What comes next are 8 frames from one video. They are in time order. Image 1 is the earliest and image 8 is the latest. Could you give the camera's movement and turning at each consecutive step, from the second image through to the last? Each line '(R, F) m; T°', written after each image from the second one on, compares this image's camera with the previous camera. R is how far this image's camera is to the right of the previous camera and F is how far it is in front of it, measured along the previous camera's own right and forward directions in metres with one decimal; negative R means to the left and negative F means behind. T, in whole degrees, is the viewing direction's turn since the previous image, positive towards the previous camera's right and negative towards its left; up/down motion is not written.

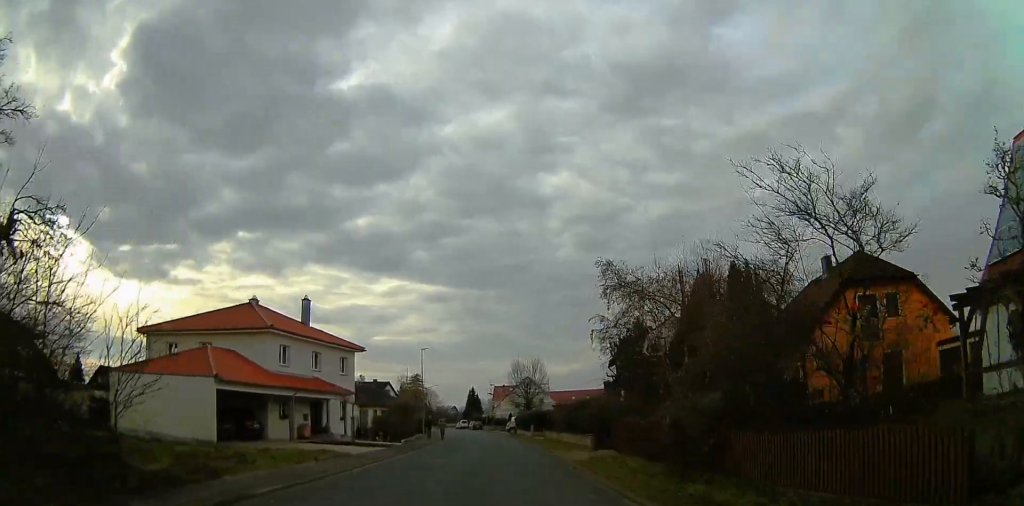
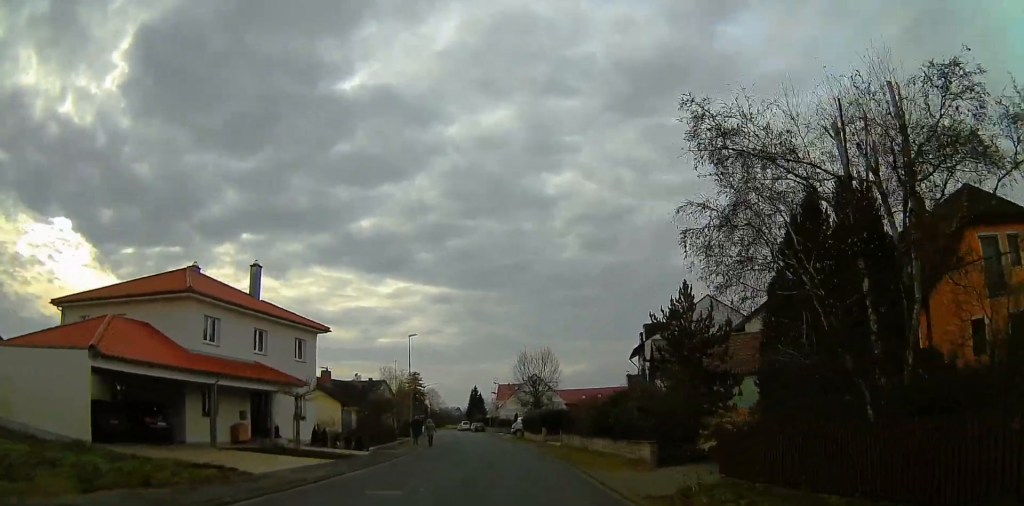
(0.0, +10.6) m; -1°
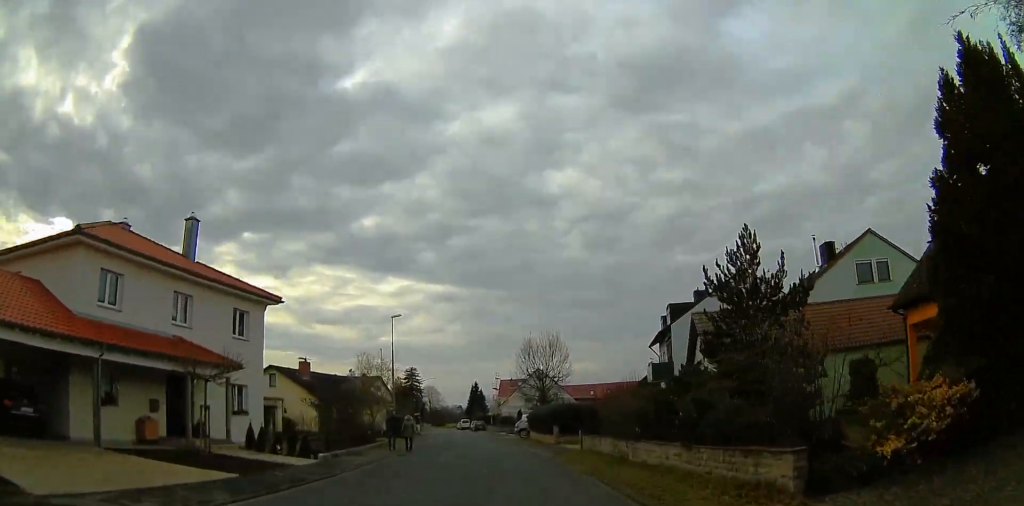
(-0.1, +8.1) m; -2°
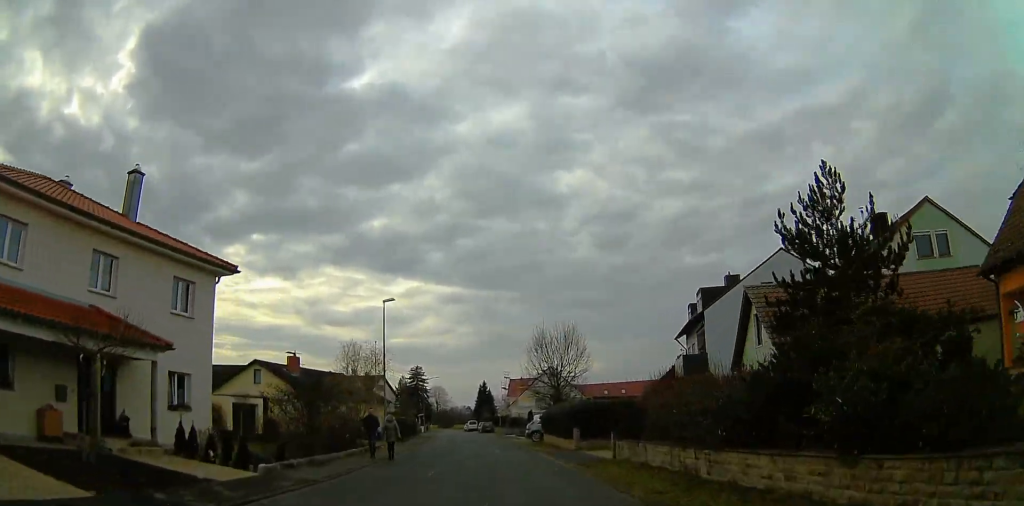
(+0.1, +5.8) m; -2°
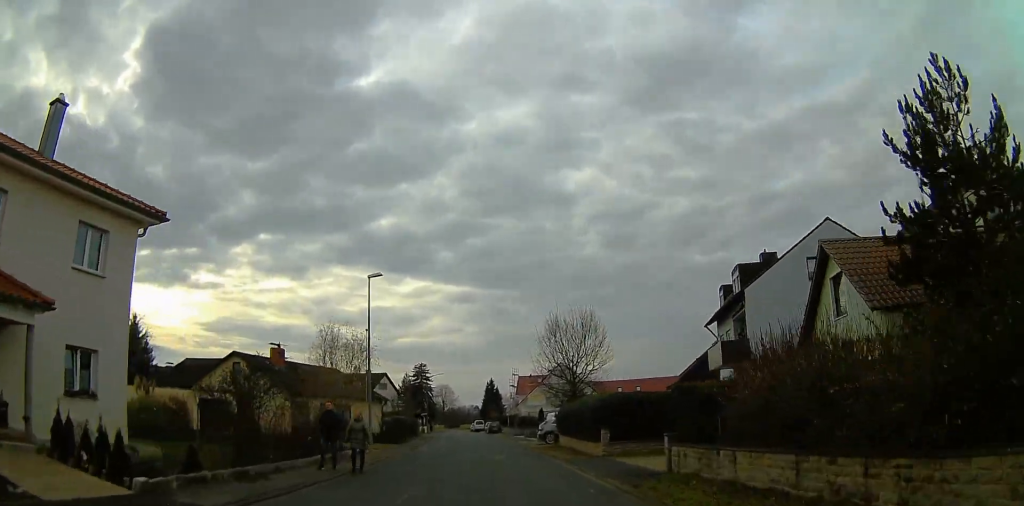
(-0.2, +5.9) m; -1°
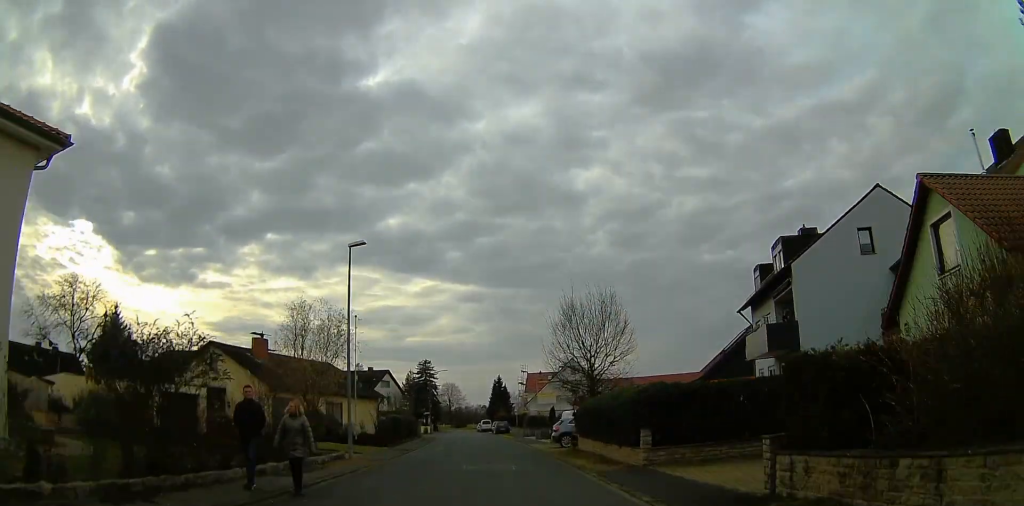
(-0.3, +5.2) m; 0°
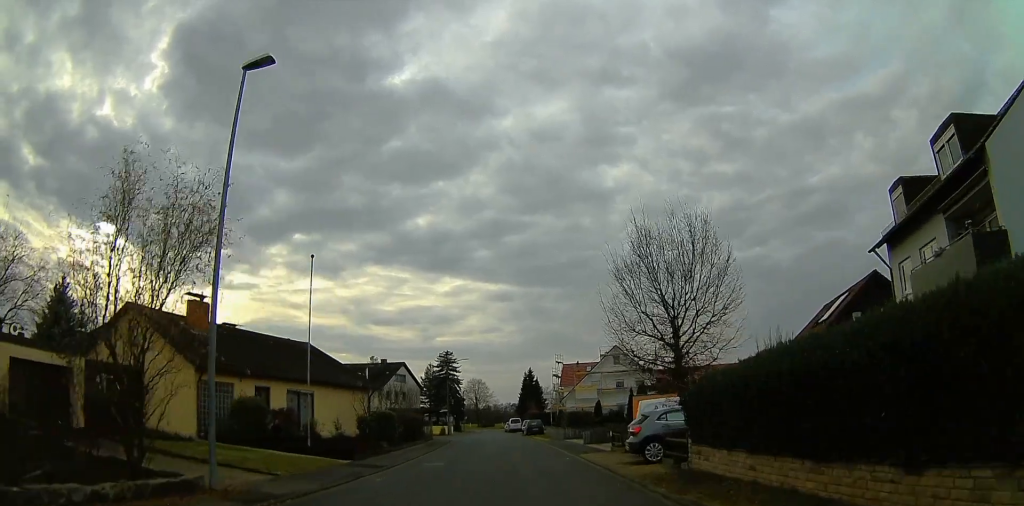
(+0.4, +13.4) m; 0°
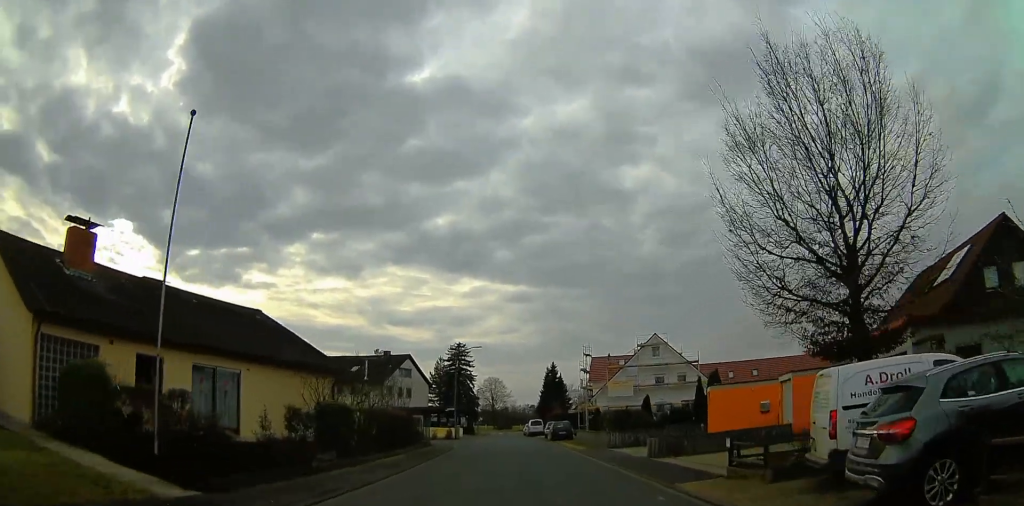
(-0.5, +11.5) m; -3°
